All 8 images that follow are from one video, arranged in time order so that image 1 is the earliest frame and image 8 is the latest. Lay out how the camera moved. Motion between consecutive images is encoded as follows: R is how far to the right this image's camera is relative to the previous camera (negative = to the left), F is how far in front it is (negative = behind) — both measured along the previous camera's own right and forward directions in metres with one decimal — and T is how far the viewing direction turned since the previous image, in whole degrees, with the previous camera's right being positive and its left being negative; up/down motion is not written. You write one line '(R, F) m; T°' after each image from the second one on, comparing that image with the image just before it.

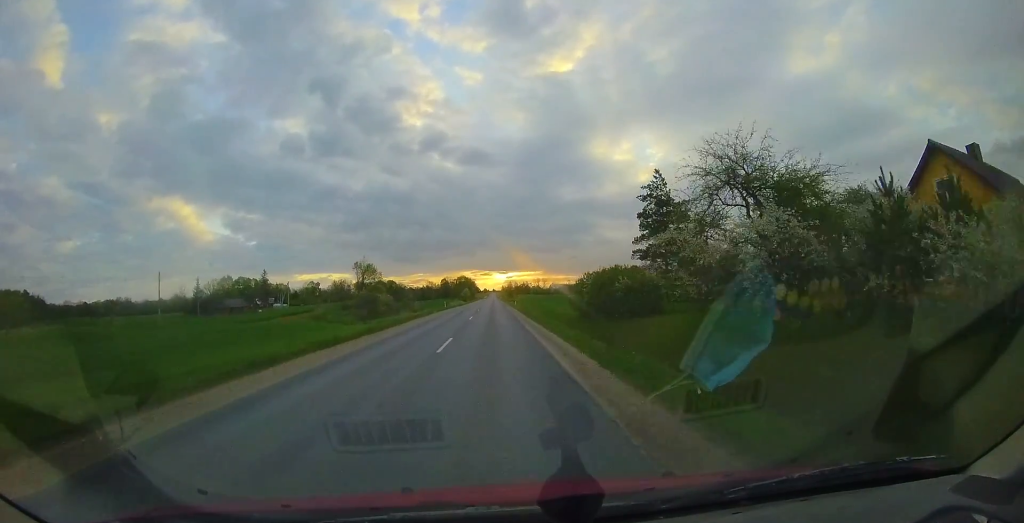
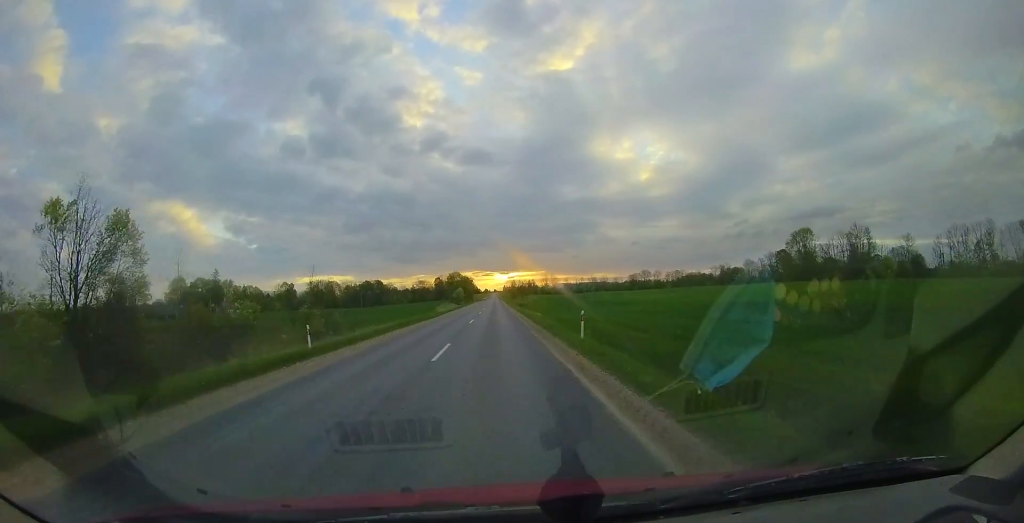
(-0.8, +36.6) m; -2°
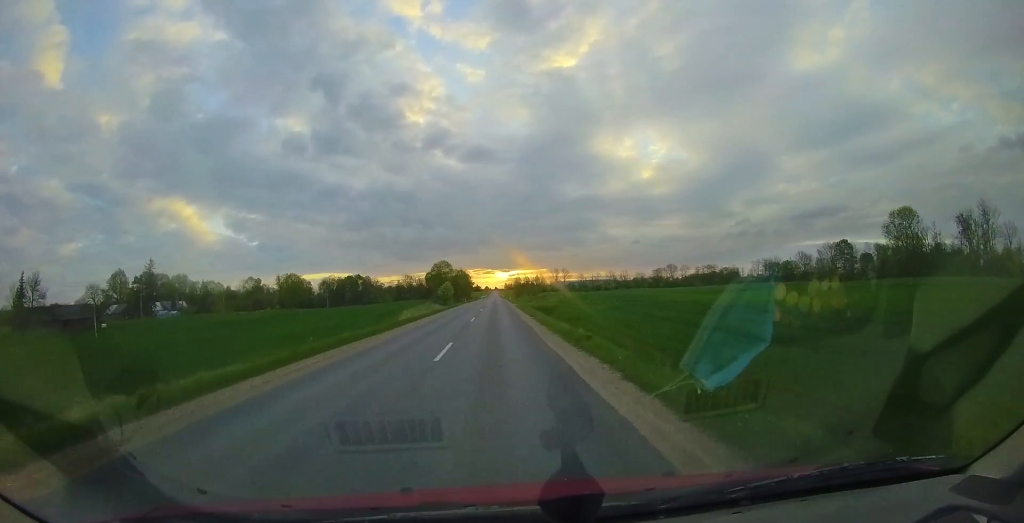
(0.0, +36.1) m; 0°
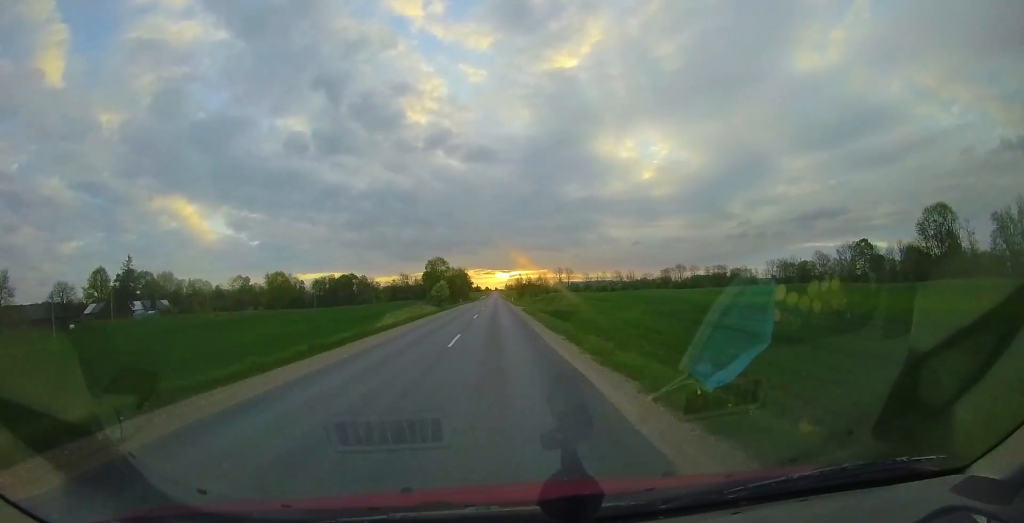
(0.0, +10.0) m; 0°
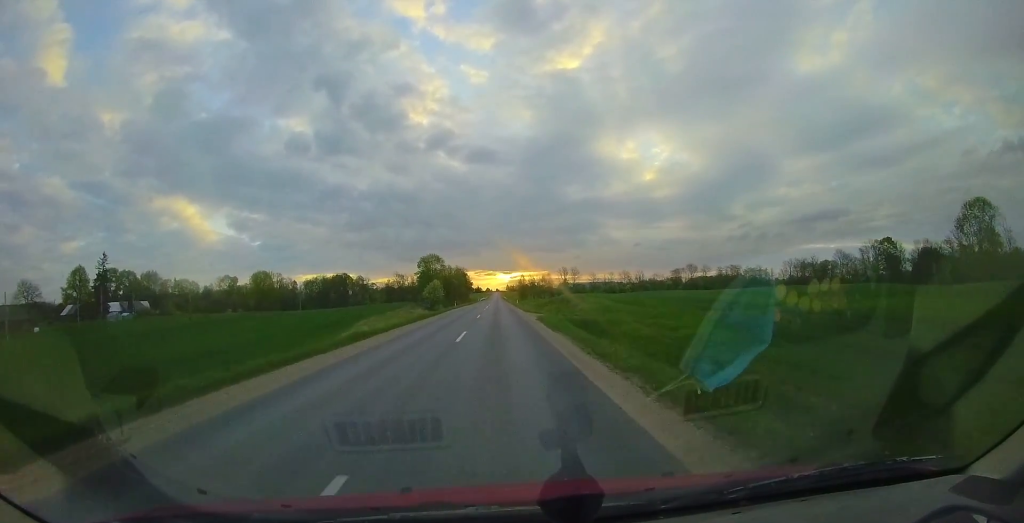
(0.0, +10.4) m; 0°
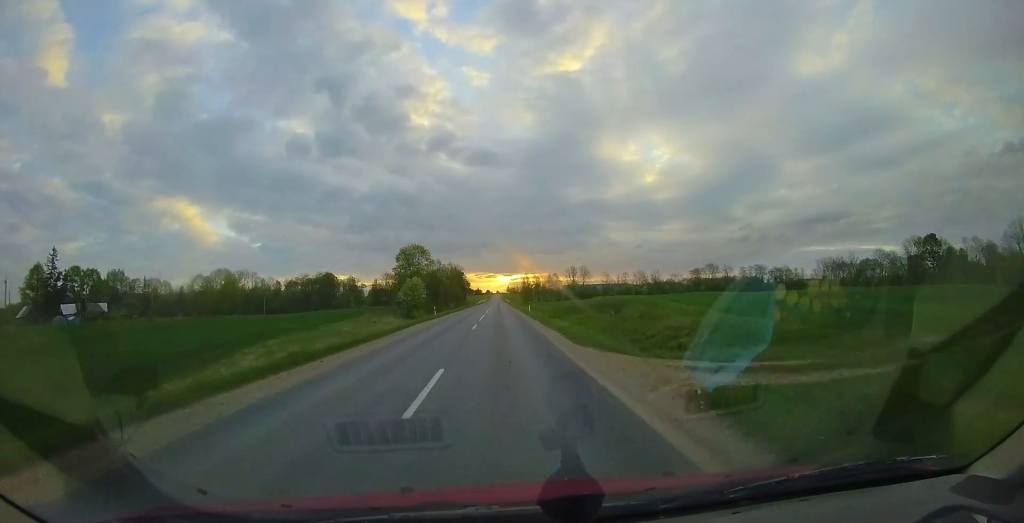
(0.0, +19.3) m; 0°
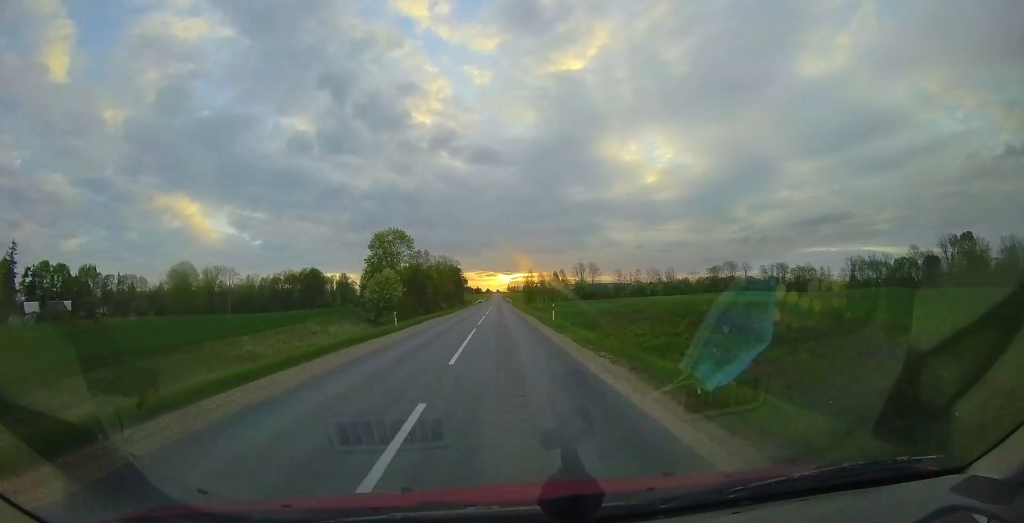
(0.0, +15.0) m; -1°
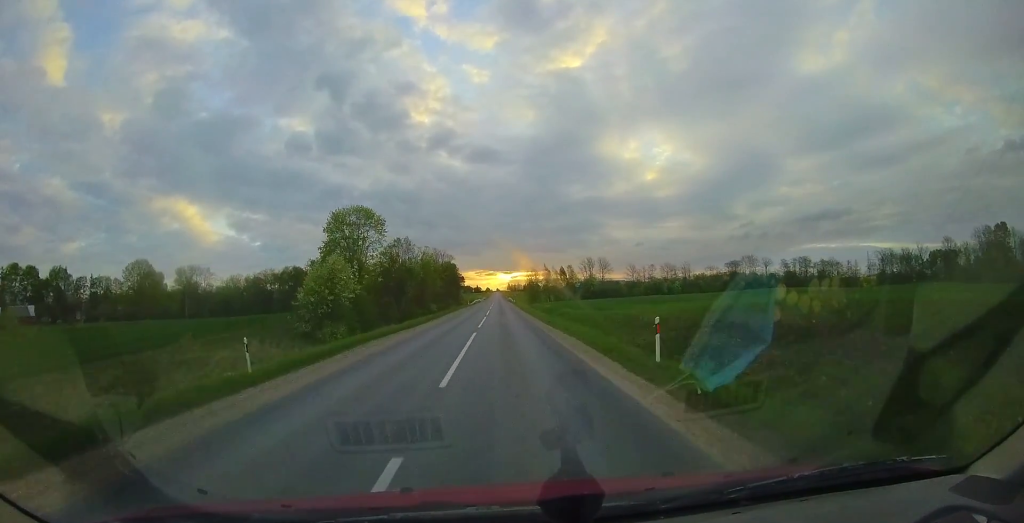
(0.0, +13.5) m; -1°
